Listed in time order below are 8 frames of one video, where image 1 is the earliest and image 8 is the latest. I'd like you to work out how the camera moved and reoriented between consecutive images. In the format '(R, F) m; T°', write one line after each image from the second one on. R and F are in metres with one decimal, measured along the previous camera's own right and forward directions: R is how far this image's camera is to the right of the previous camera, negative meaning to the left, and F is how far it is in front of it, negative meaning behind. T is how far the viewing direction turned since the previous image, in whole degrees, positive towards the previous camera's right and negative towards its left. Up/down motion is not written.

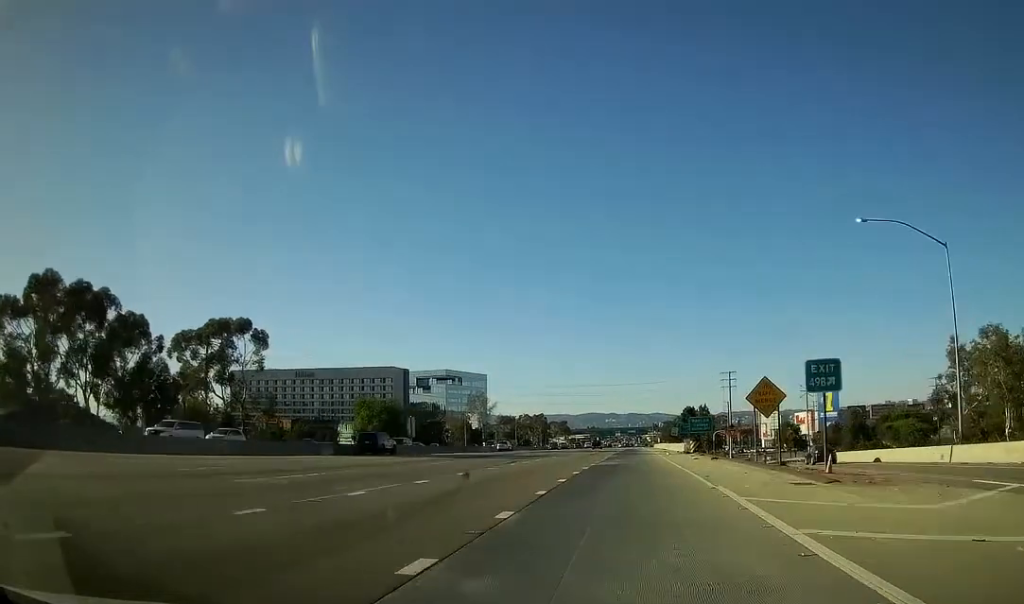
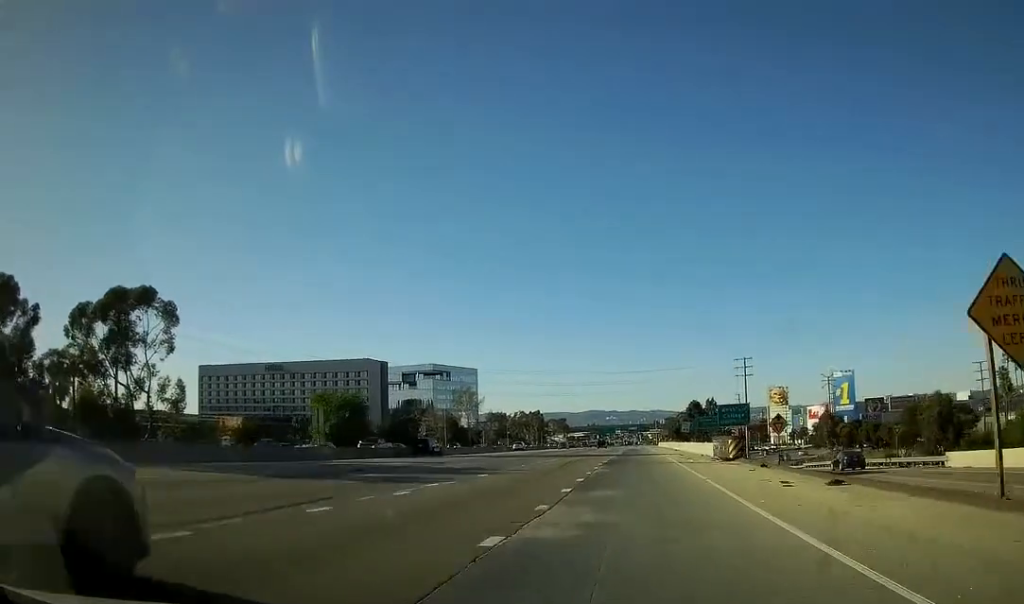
(-0.5, +24.1) m; -1°
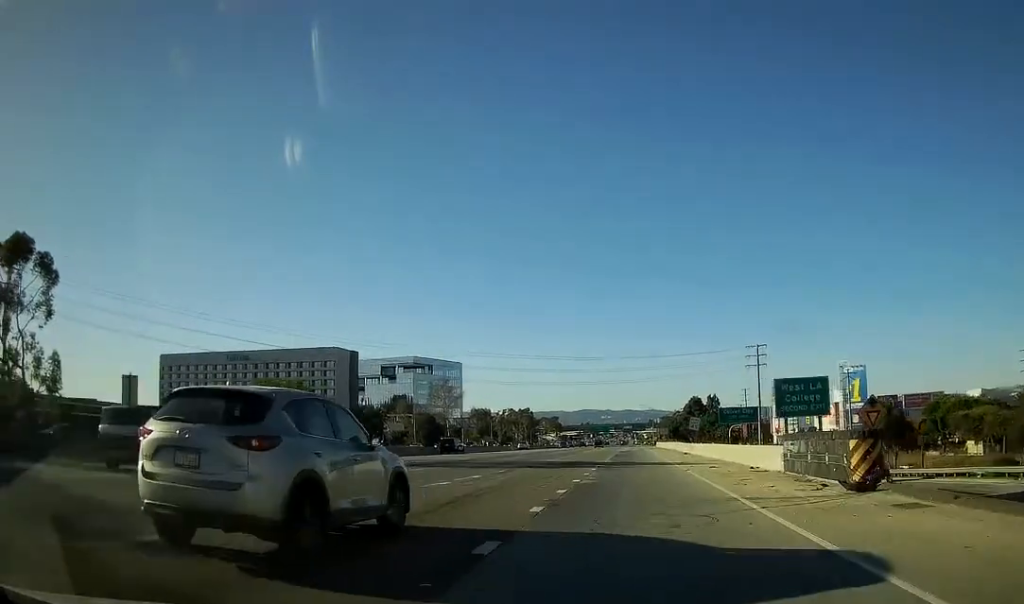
(+0.3, +23.3) m; 0°
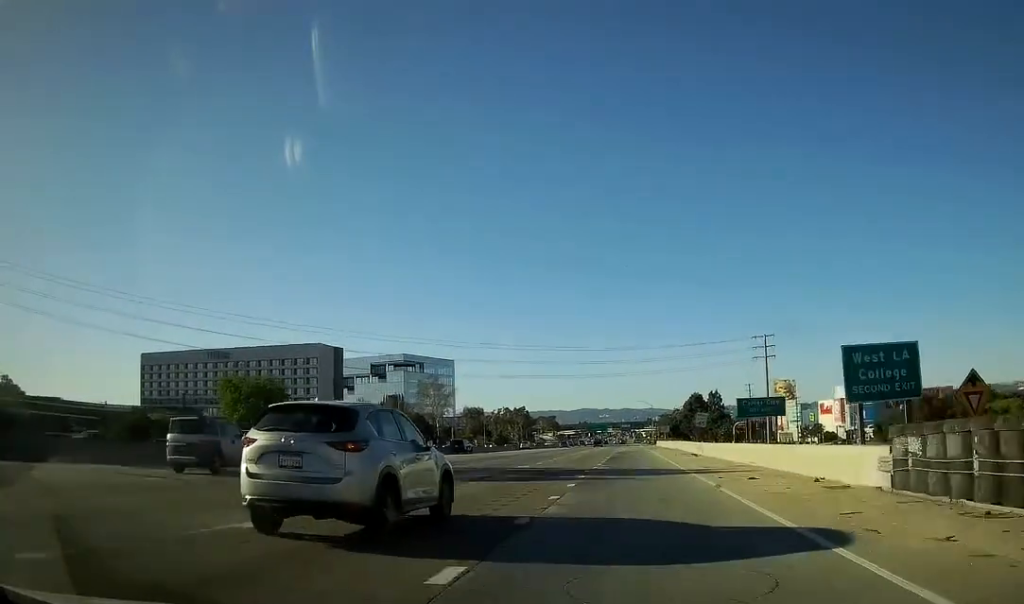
(+0.1, +10.3) m; 0°
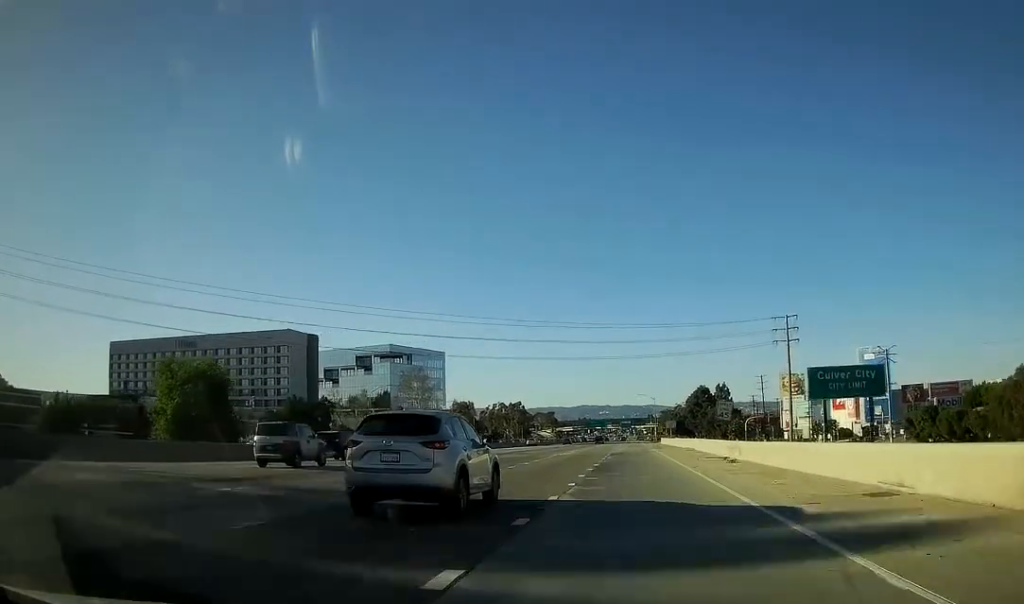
(-0.4, +18.5) m; 0°
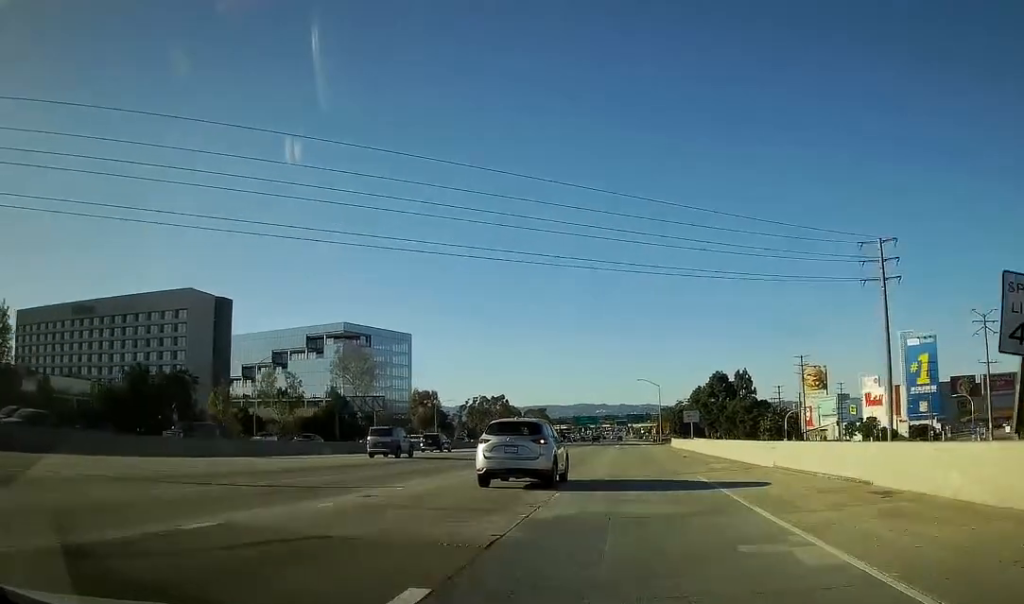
(-0.4, +45.4) m; 0°
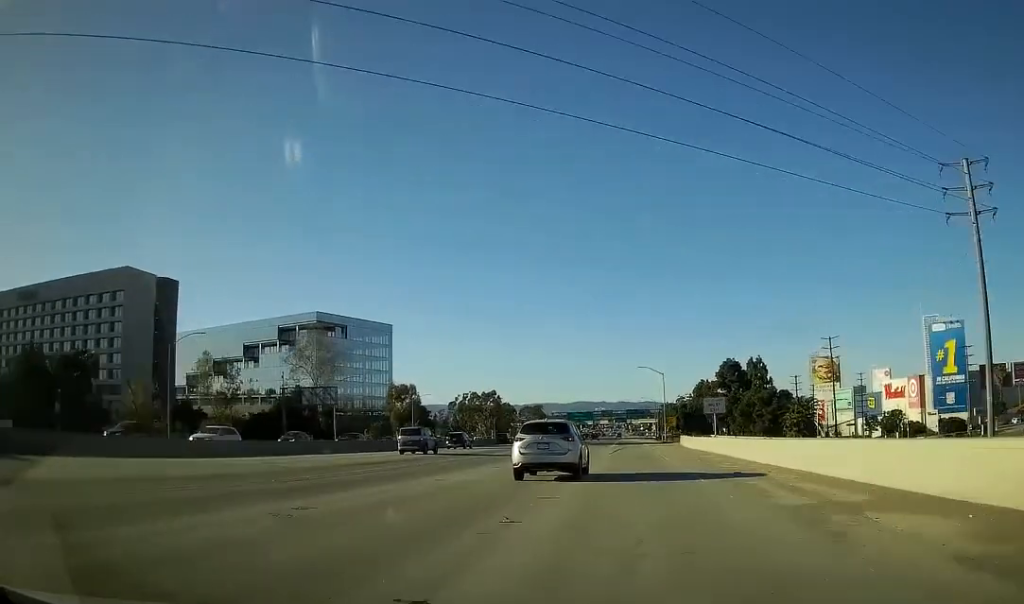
(+0.3, +21.5) m; +1°
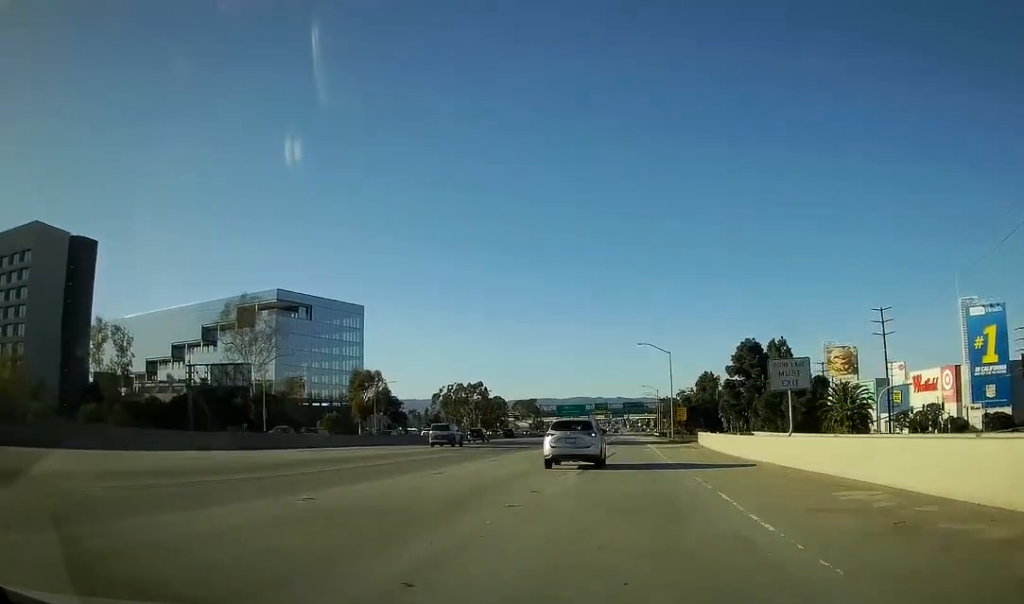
(+0.3, +26.8) m; 0°
